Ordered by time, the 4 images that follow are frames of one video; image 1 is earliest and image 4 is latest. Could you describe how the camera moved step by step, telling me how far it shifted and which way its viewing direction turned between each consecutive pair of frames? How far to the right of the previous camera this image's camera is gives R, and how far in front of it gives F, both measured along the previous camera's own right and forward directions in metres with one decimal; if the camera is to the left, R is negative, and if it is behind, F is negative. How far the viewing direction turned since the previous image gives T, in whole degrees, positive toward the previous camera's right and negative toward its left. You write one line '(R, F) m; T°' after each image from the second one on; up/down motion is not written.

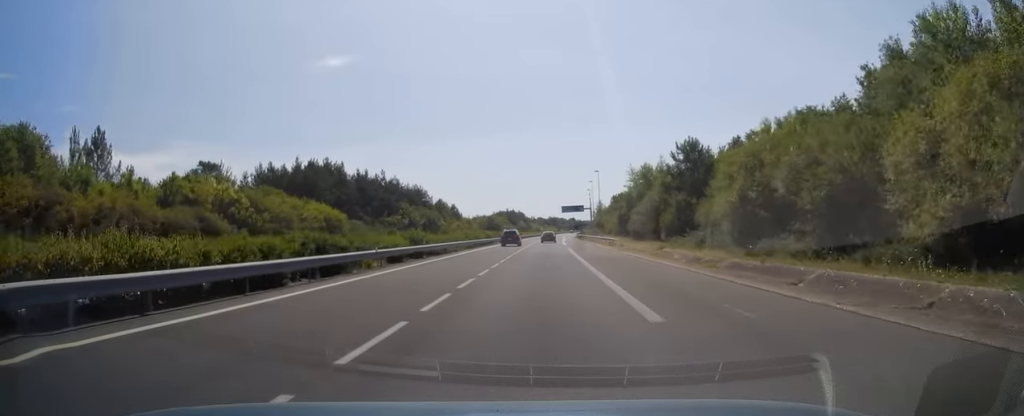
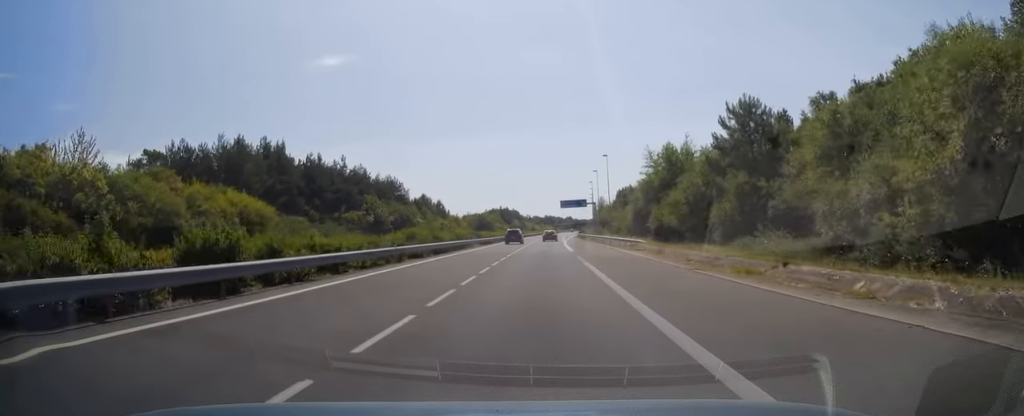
(-0.1, +21.0) m; +1°
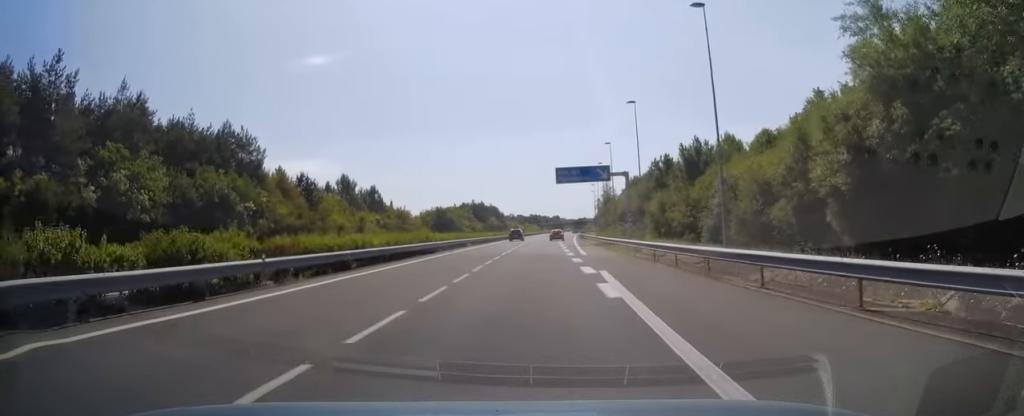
(+0.5, +59.8) m; +1°
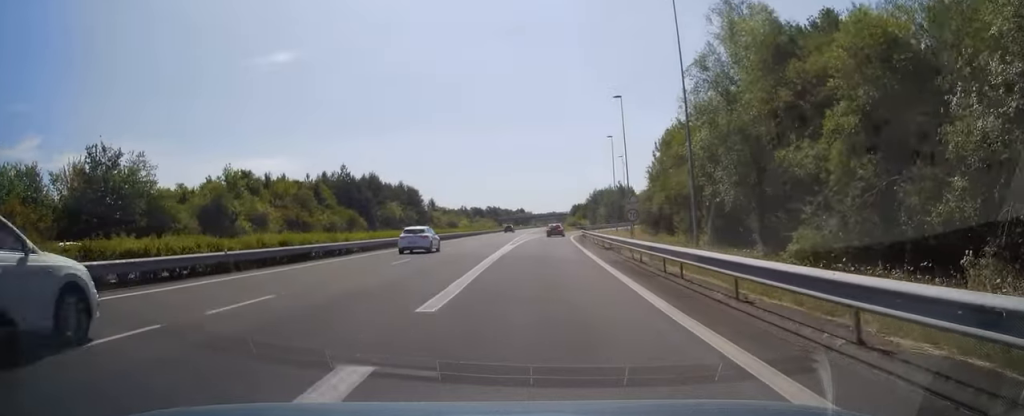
(+4.1, +116.9) m; +3°
